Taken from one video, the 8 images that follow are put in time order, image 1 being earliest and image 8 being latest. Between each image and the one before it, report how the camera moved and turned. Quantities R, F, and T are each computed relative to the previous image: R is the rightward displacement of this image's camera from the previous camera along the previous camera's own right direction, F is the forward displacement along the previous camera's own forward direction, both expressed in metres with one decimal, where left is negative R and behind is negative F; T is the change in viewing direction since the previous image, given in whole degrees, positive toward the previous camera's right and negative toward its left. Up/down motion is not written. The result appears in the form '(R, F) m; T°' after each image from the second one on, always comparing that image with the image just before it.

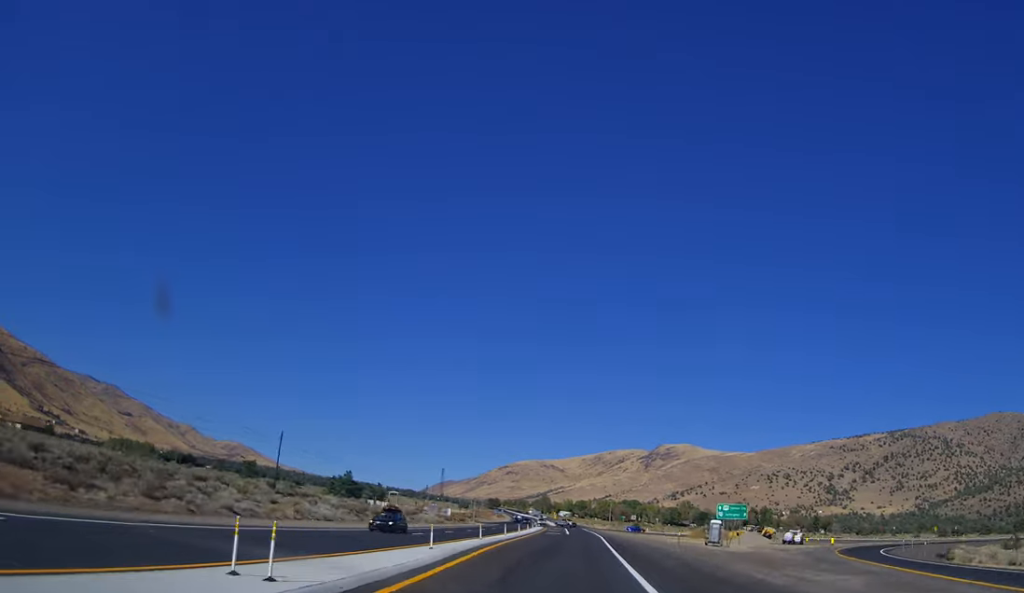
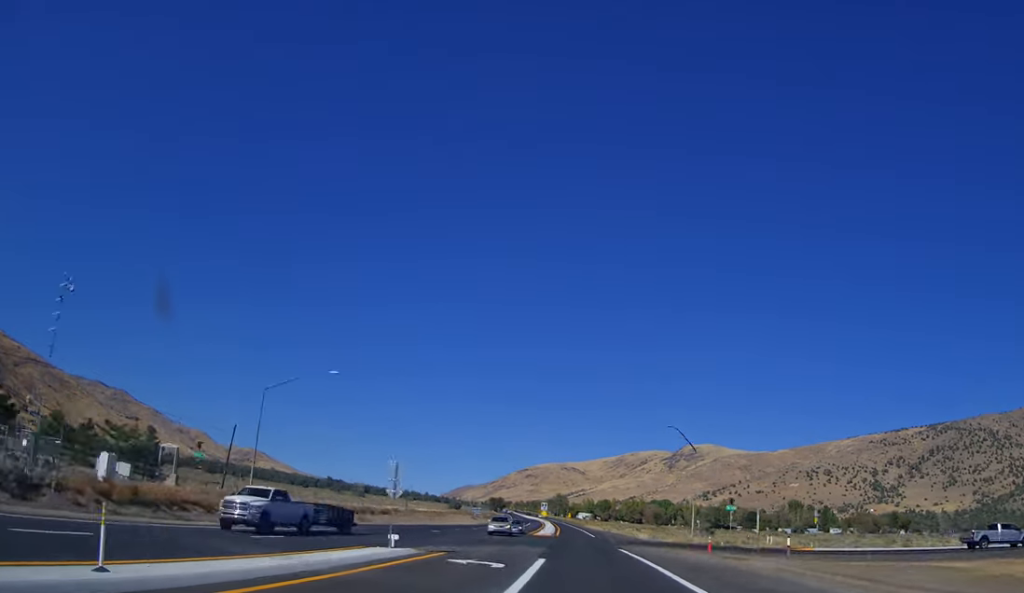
(-2.2, +108.2) m; -1°
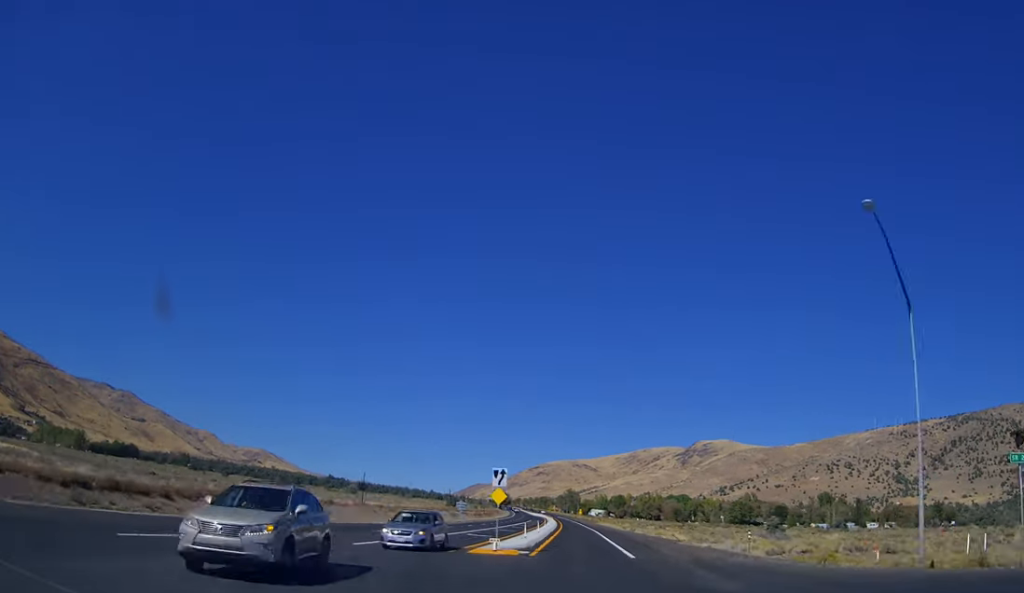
(-0.1, +41.1) m; 0°
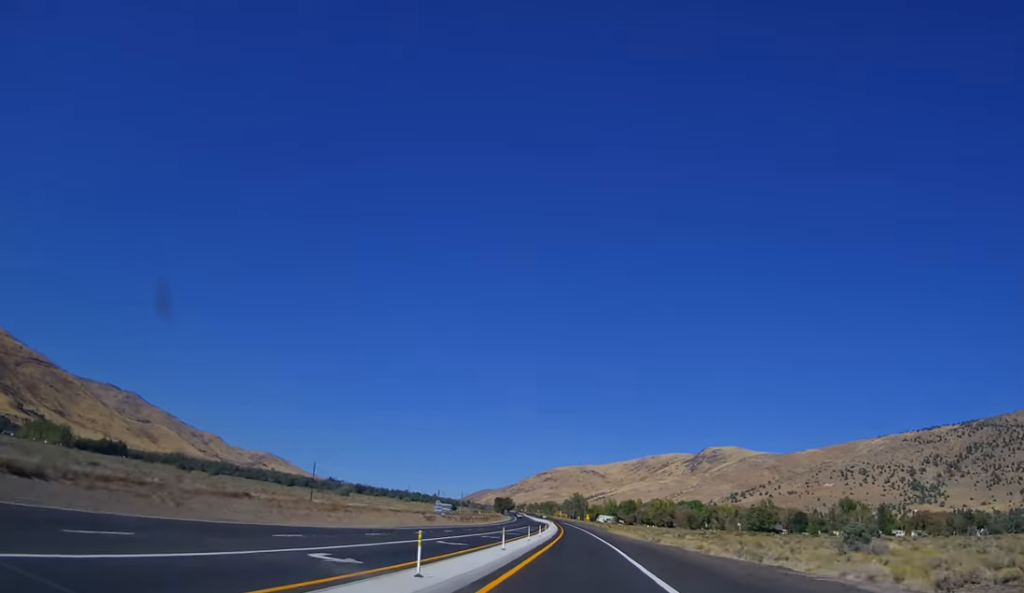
(+0.2, +26.7) m; -1°
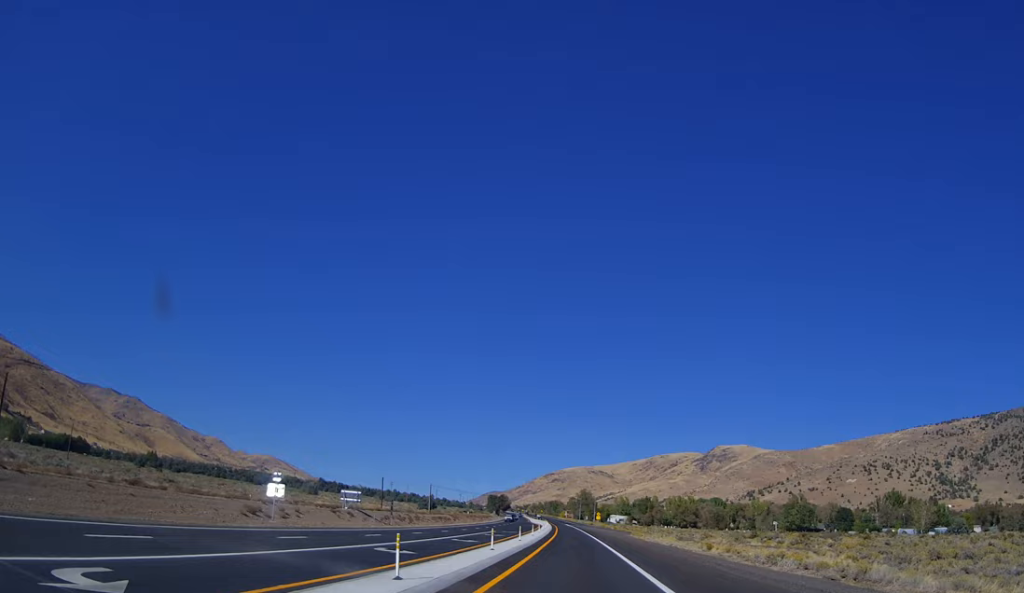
(-1.1, +60.5) m; -1°
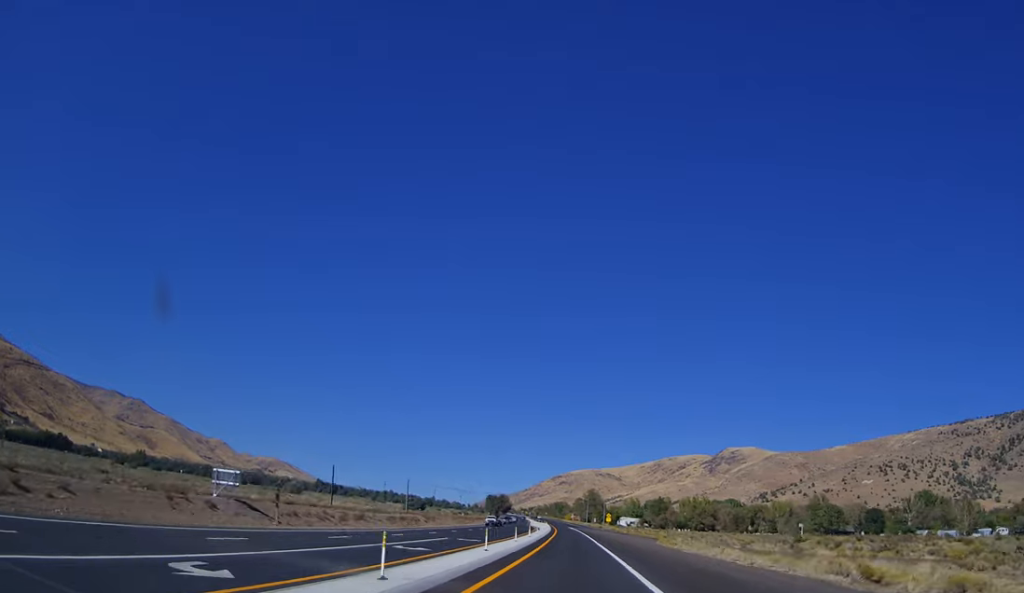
(0.0, +30.2) m; -1°
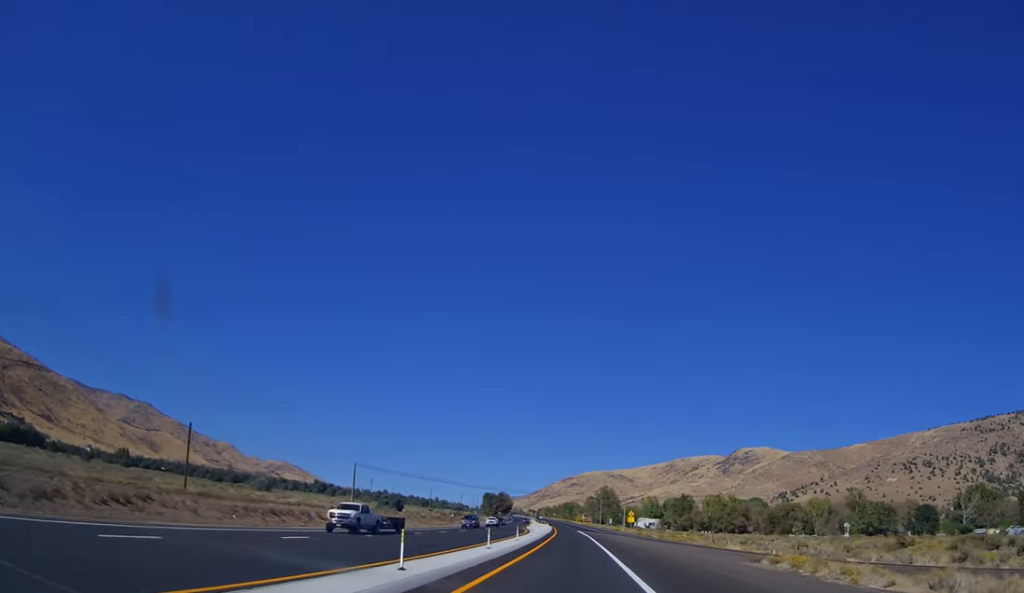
(-0.2, +42.6) m; -1°
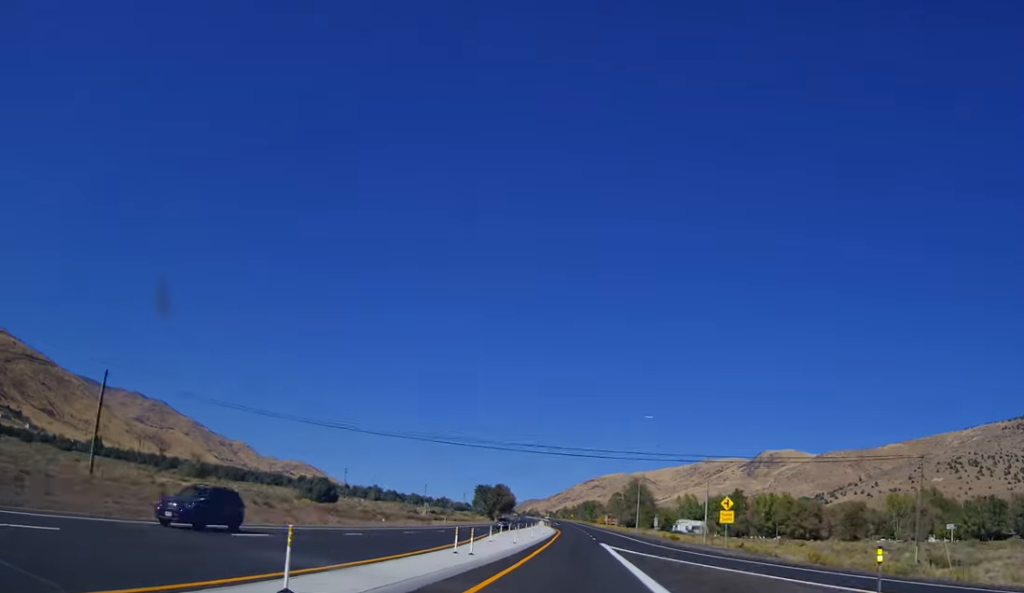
(-0.8, +65.8) m; -2°
